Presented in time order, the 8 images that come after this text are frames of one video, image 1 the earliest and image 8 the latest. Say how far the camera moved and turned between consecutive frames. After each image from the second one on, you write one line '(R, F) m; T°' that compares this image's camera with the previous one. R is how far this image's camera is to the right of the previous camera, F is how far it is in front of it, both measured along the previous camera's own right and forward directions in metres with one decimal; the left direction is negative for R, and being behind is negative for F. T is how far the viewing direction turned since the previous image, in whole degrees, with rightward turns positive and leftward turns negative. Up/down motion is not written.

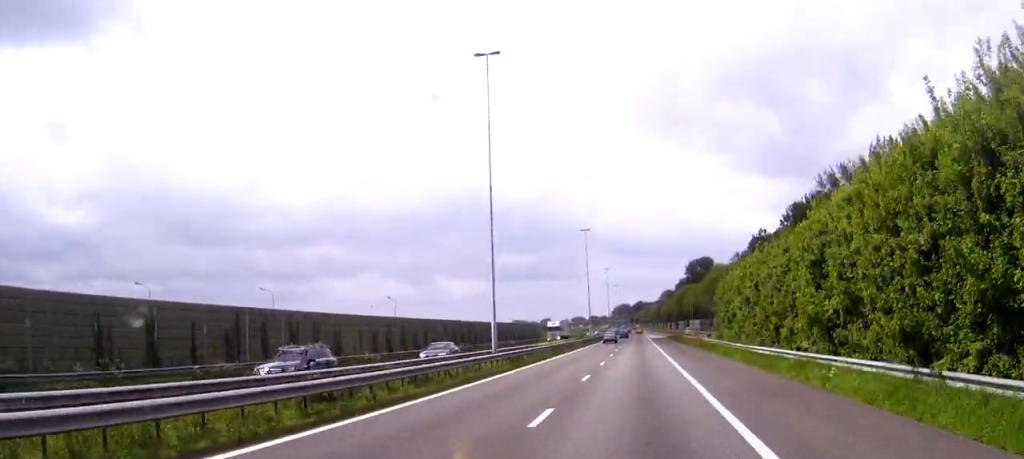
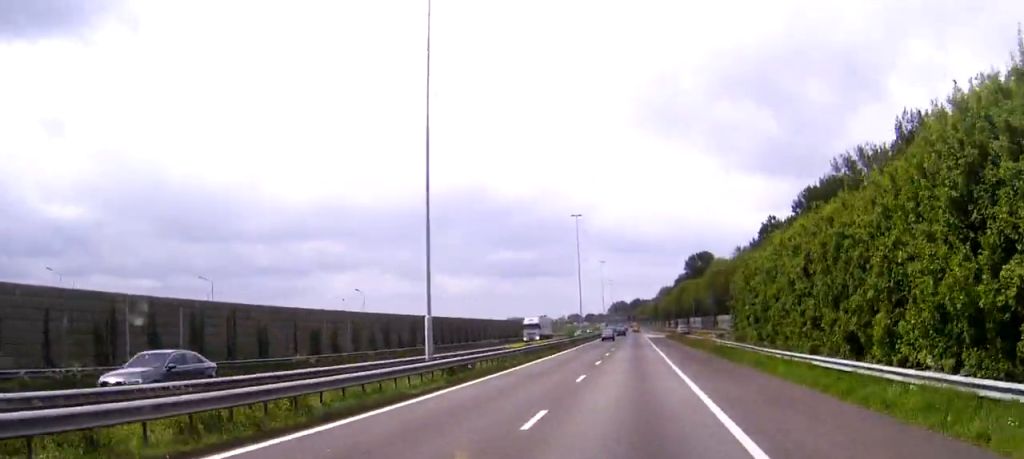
(0.0, +12.2) m; 0°
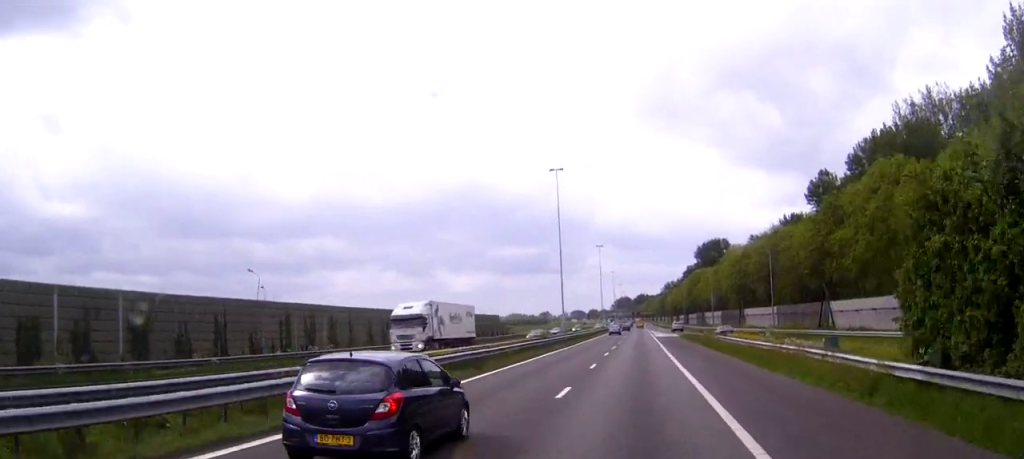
(0.0, +30.7) m; 0°
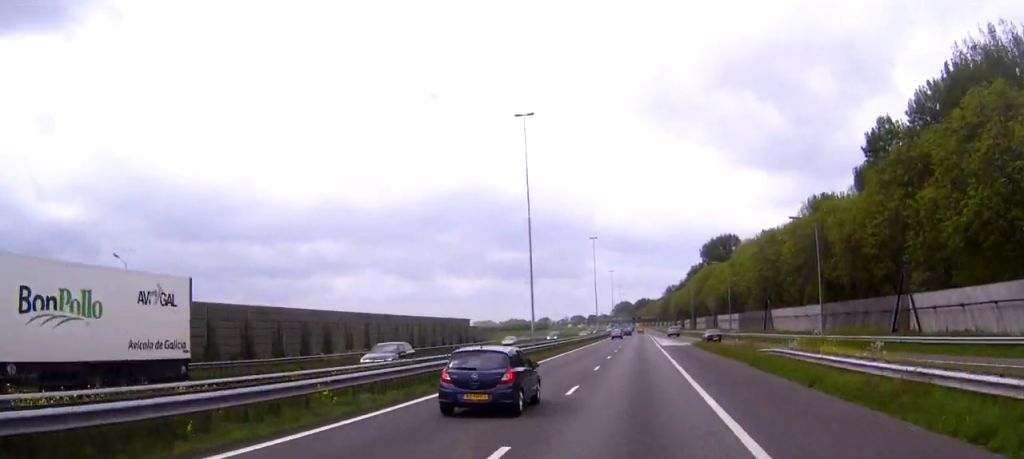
(0.0, +21.8) m; 0°
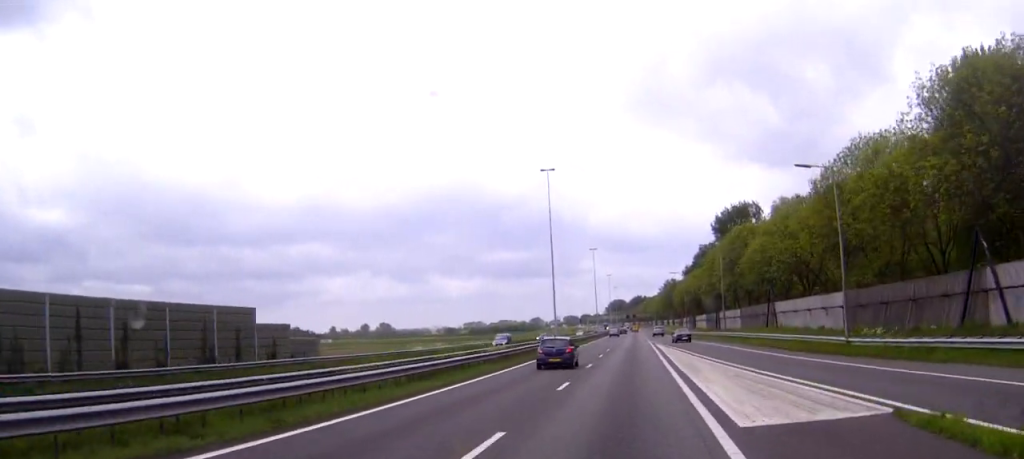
(0.0, +58.0) m; 0°
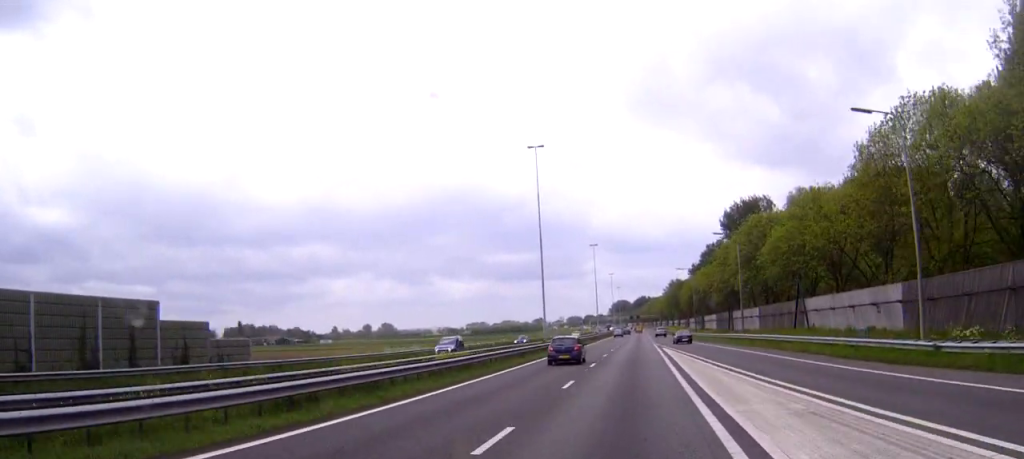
(0.0, +11.2) m; 0°
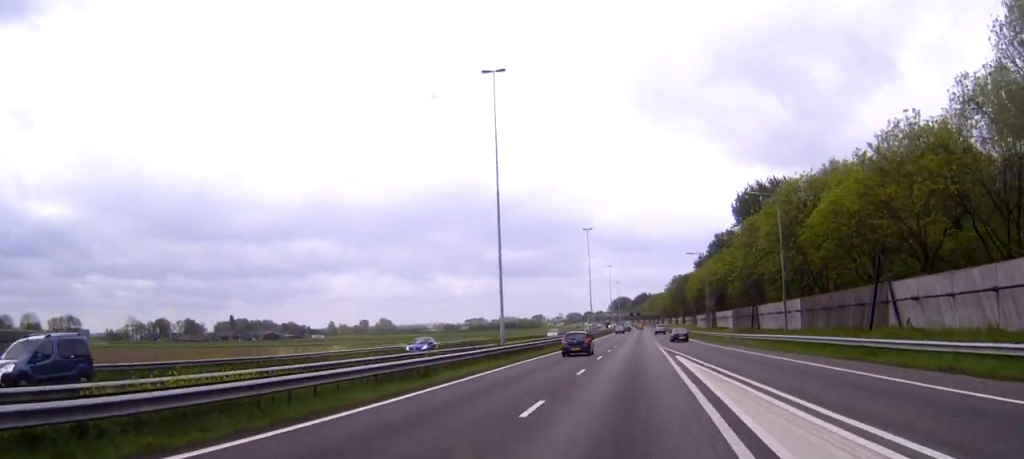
(0.0, +20.1) m; 0°
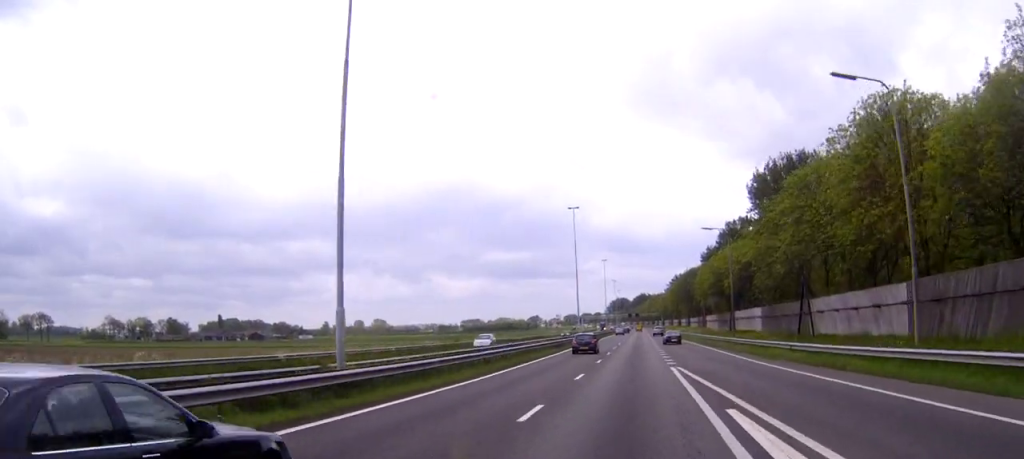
(0.0, +24.1) m; 0°
